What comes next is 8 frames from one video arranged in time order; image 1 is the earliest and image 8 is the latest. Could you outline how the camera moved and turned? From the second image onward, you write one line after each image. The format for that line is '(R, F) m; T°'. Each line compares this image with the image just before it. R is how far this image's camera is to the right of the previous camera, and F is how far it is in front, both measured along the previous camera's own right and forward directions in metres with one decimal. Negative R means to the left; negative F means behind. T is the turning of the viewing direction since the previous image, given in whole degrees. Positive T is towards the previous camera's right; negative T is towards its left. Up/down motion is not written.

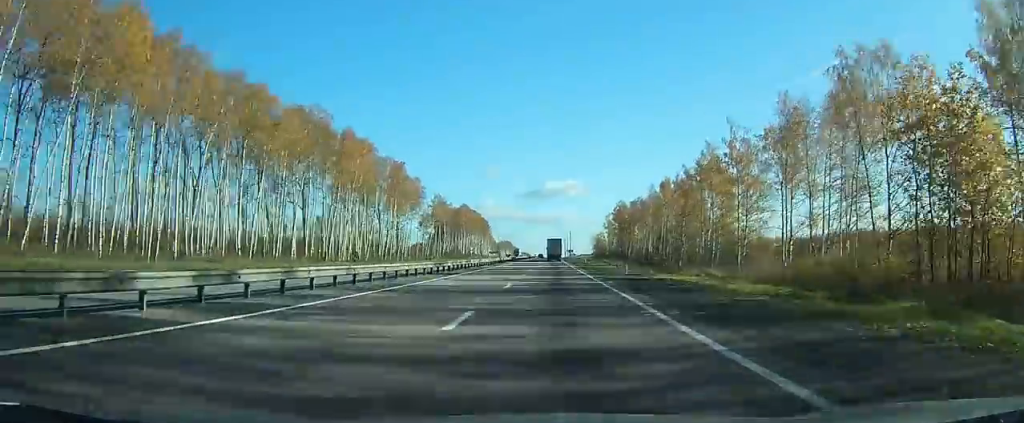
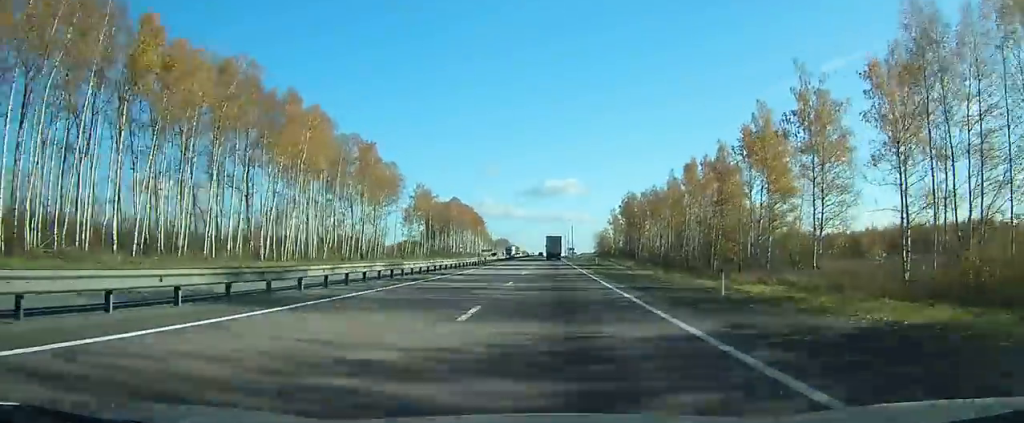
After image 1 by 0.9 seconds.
(-0.1, +23.0) m; 0°
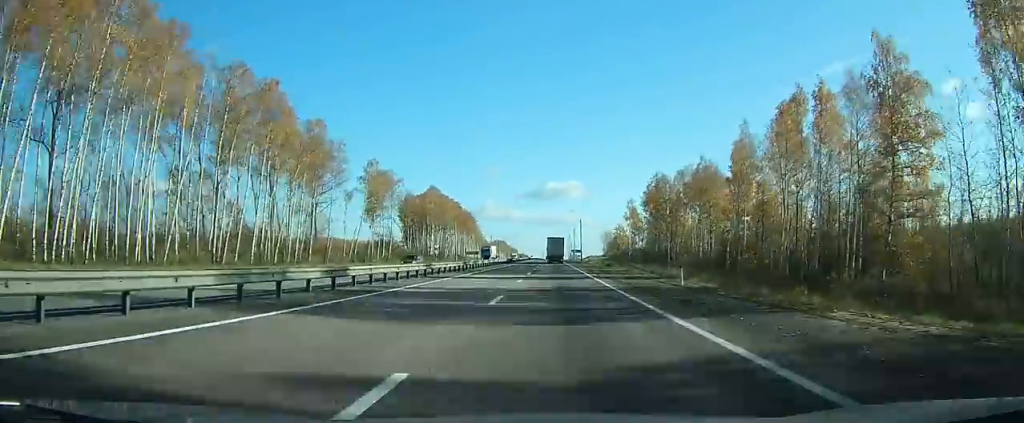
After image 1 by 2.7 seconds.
(-0.1, +44.9) m; 0°
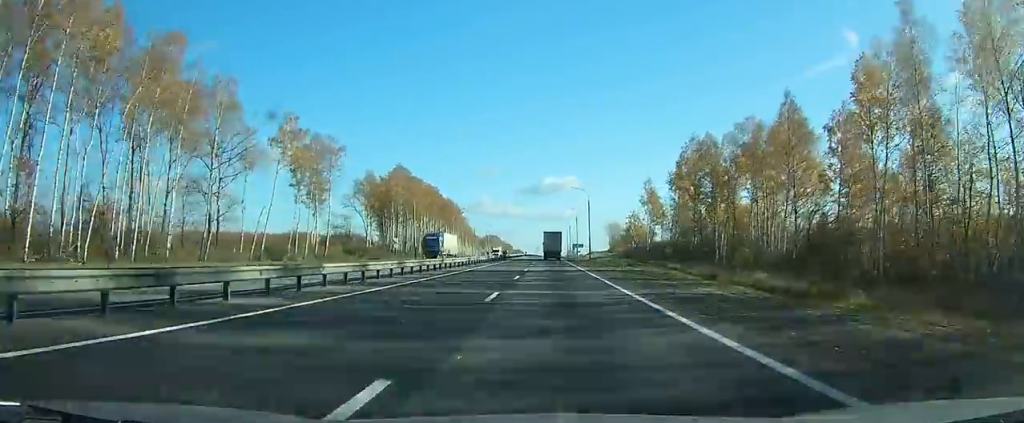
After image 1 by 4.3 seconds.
(+0.1, +37.5) m; 0°
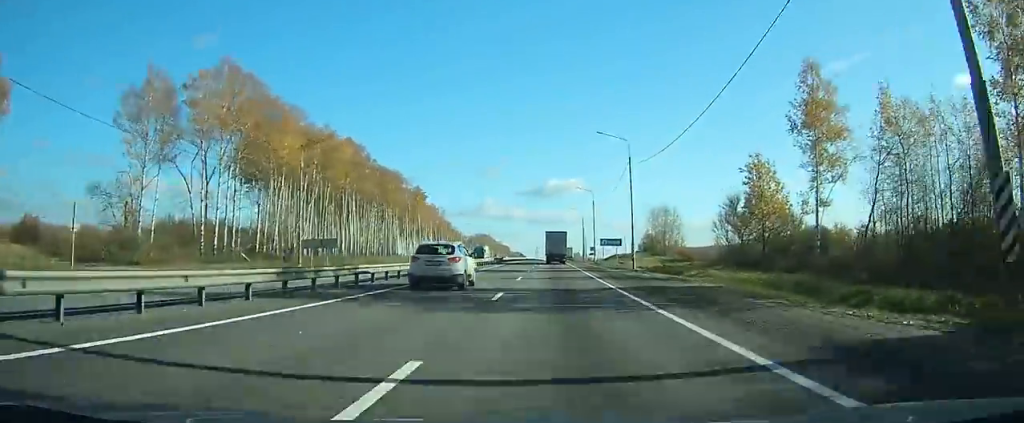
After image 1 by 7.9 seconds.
(+0.2, +79.4) m; 0°
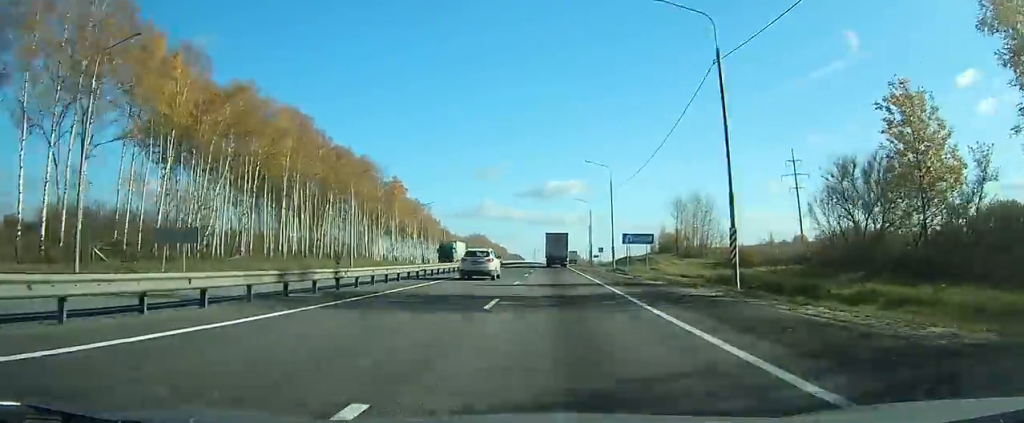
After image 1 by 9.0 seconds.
(0.0, +23.4) m; 0°
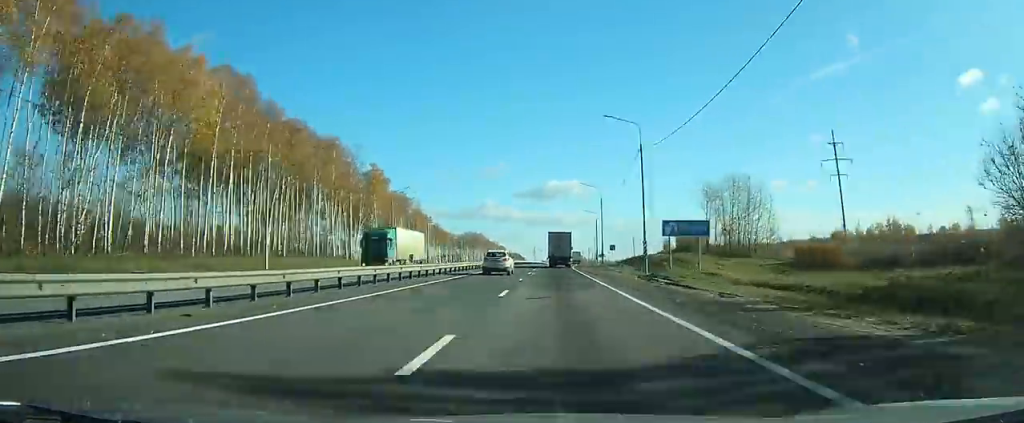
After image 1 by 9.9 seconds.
(0.0, +17.7) m; 0°
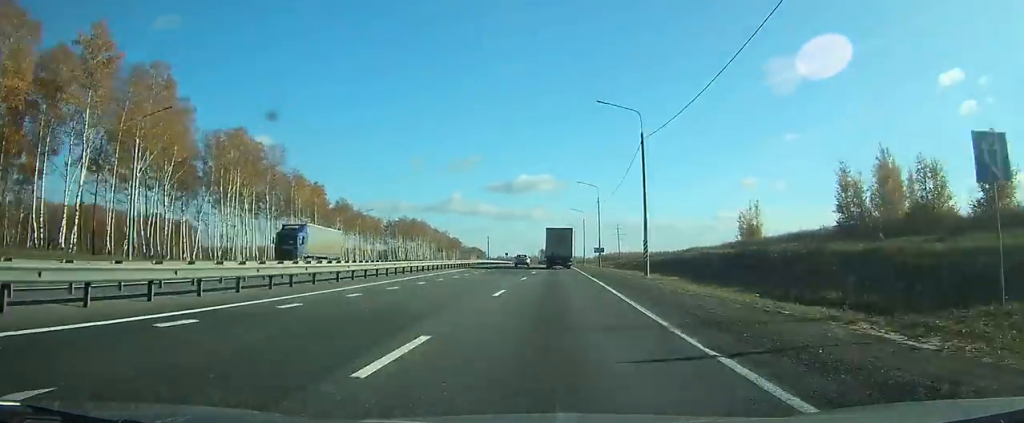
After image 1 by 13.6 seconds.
(+1.3, +84.8) m; +2°
